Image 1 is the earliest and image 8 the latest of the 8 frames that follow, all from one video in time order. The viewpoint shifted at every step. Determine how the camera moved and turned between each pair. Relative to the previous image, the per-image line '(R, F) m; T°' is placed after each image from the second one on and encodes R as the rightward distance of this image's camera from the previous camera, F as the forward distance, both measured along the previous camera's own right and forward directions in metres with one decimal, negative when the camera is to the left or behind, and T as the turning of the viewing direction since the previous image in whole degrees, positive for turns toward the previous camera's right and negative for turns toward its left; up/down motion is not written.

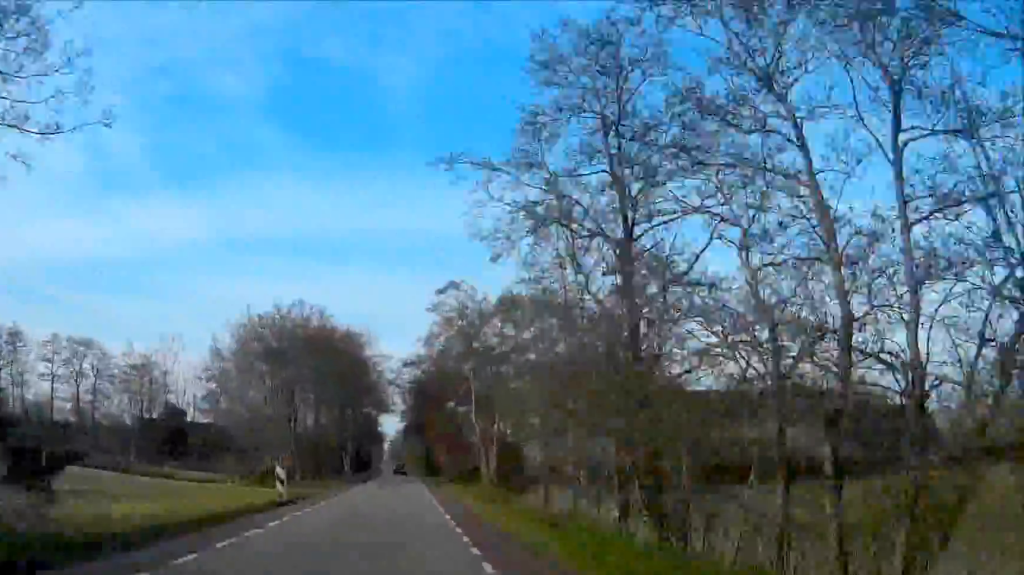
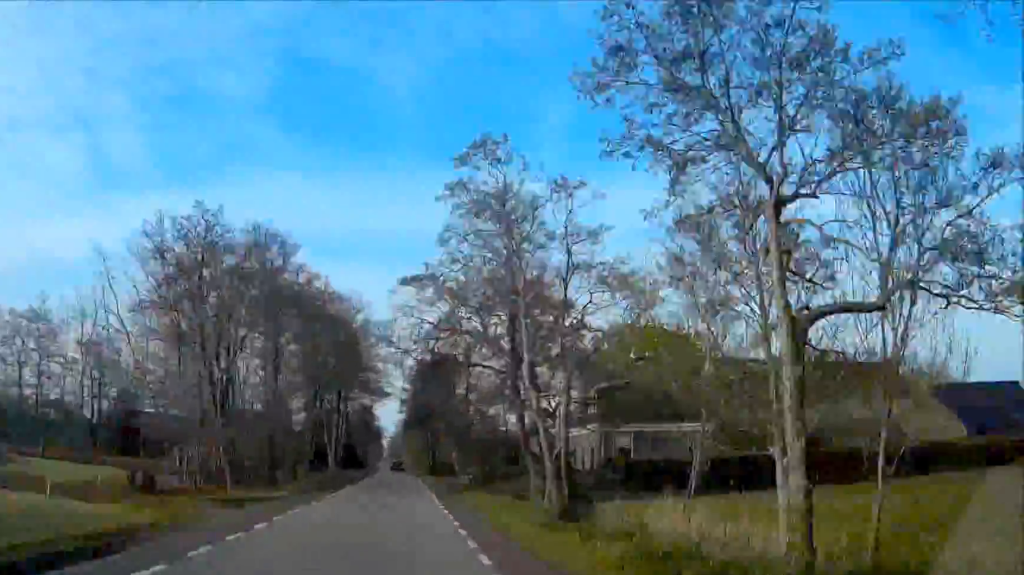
(0.0, +17.7) m; 0°
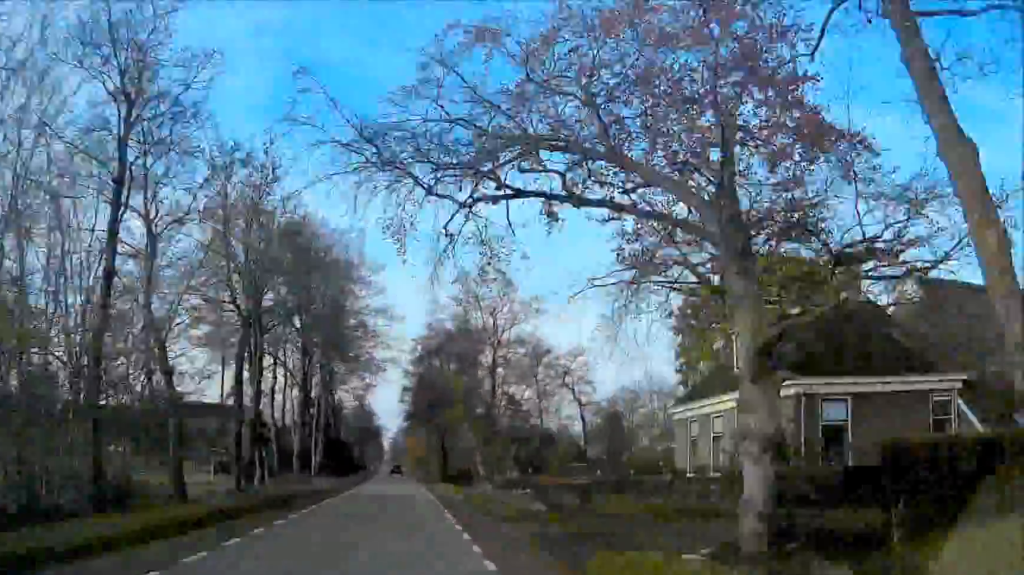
(0.0, +22.6) m; 0°
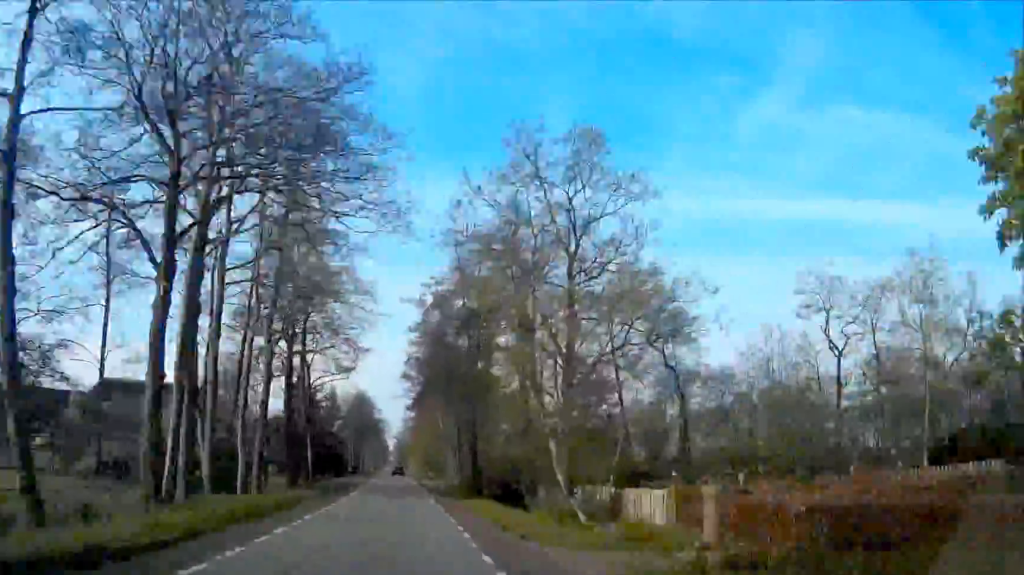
(0.0, +25.1) m; -1°
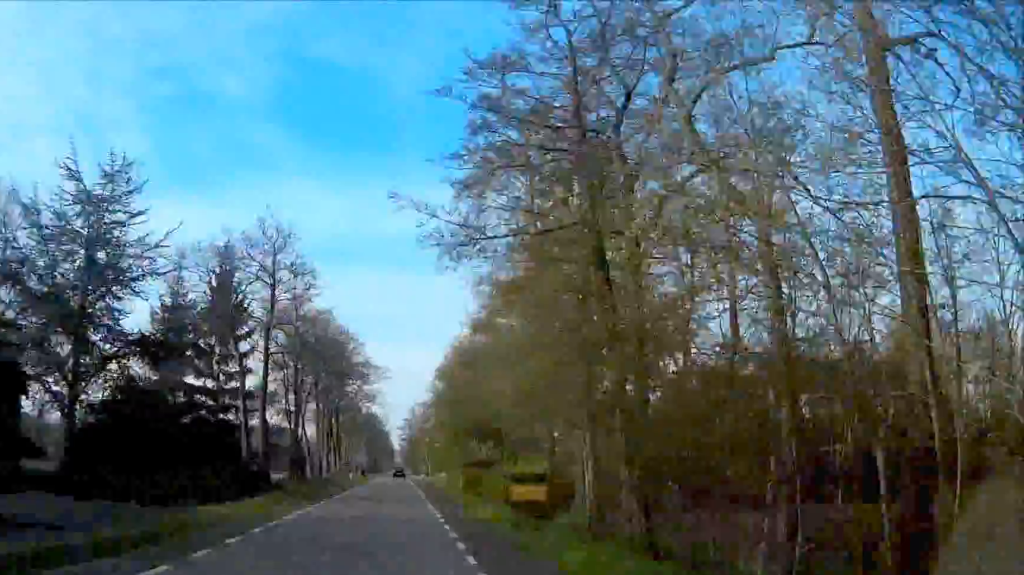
(-1.2, +78.4) m; -1°
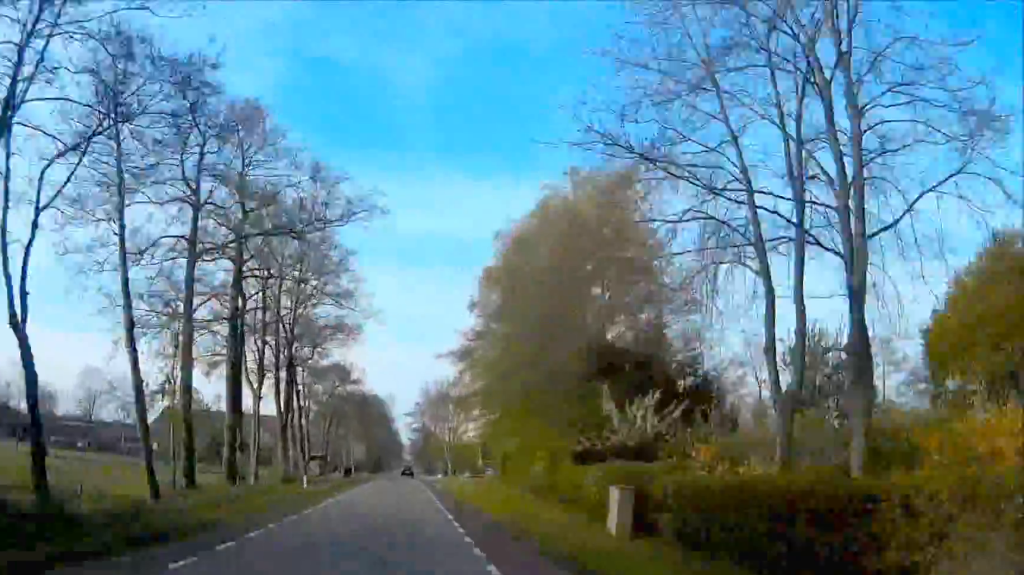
(0.0, +38.5) m; 0°
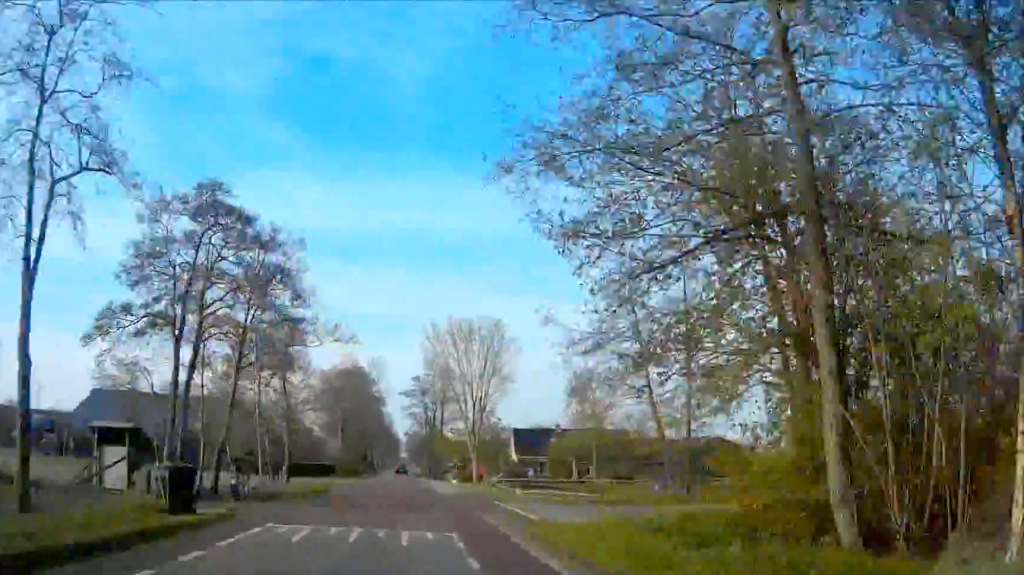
(+0.3, +43.3) m; 0°
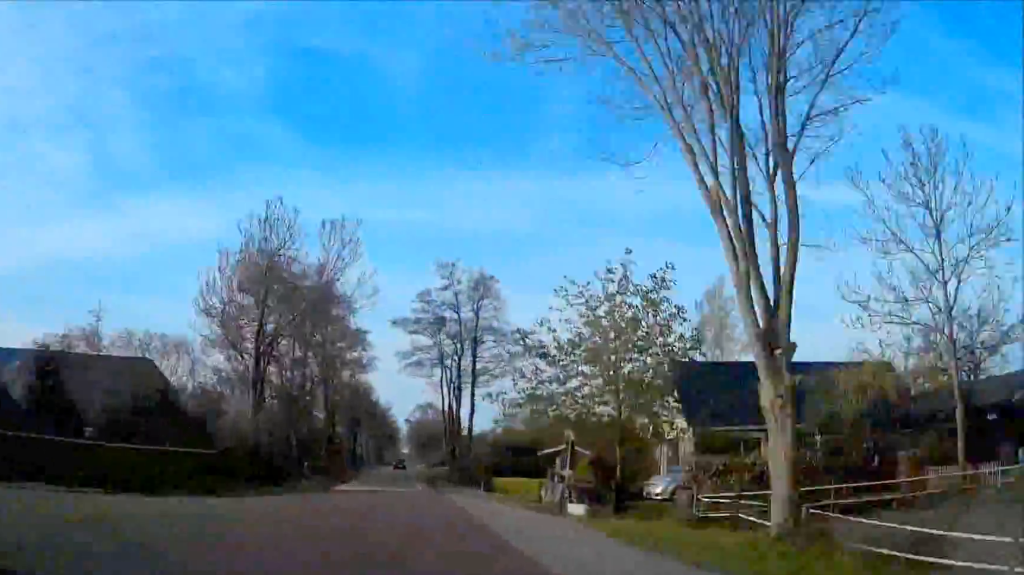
(-0.2, +52.0) m; -1°
